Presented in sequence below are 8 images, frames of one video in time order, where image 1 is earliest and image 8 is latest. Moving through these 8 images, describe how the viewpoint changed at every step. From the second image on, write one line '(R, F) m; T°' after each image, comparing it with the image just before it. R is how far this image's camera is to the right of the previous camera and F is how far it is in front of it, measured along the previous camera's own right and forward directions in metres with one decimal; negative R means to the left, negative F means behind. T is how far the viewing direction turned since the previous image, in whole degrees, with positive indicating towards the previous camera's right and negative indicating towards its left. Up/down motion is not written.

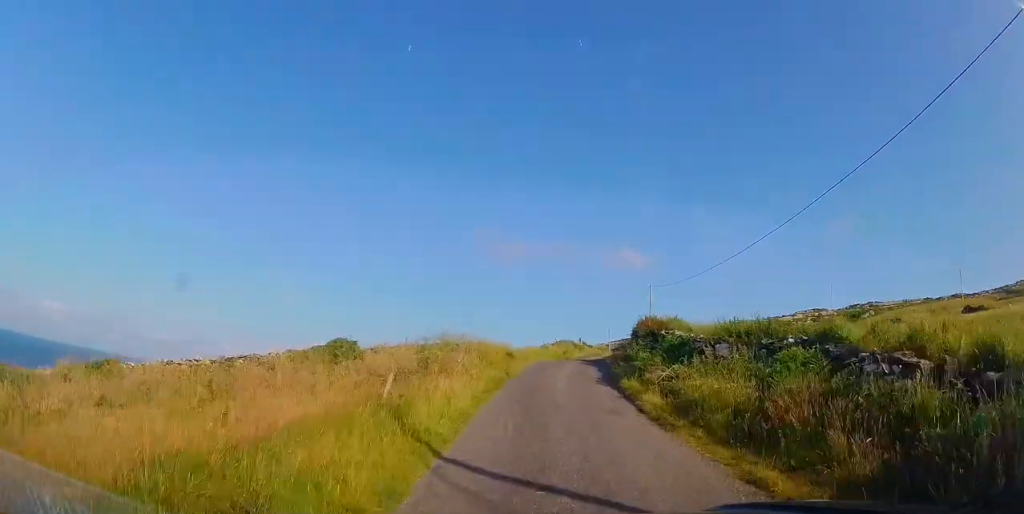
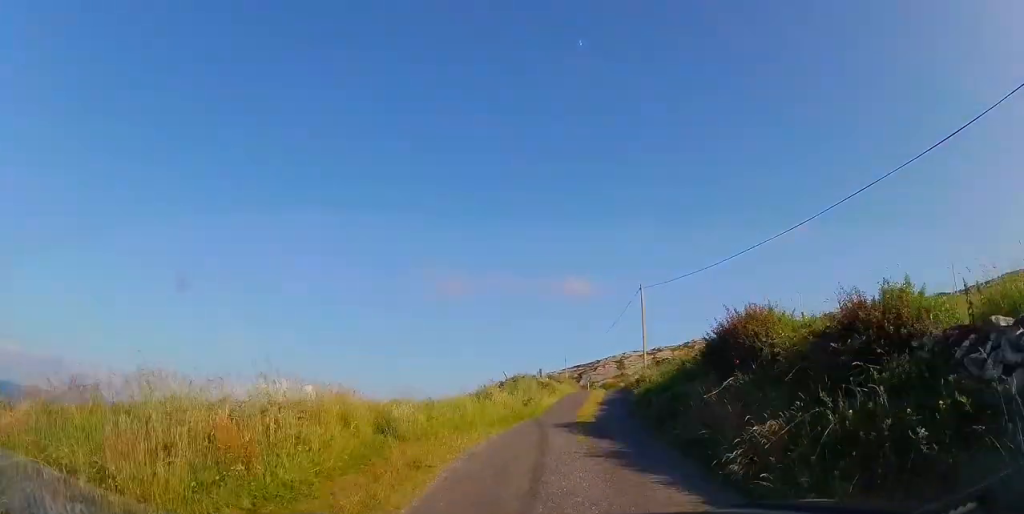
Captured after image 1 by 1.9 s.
(+0.4, +15.7) m; +4°
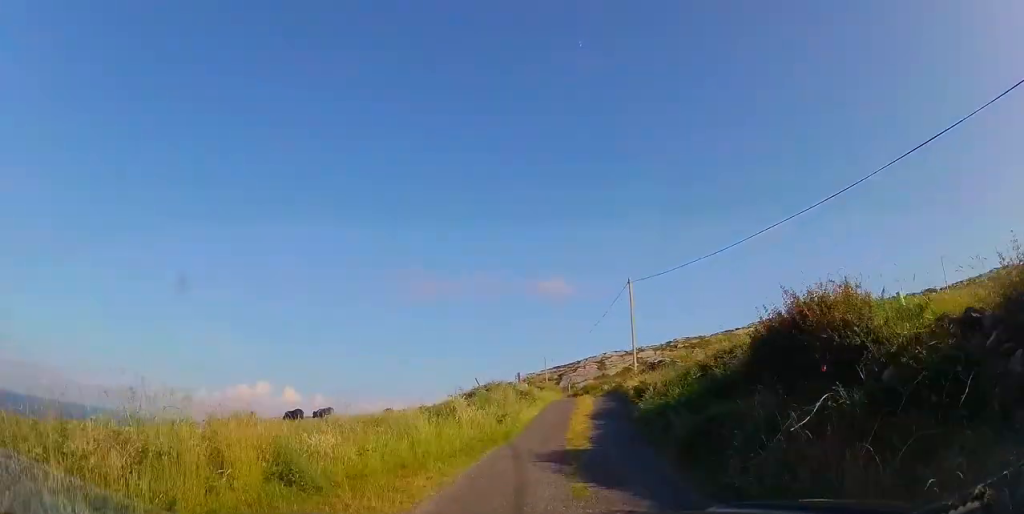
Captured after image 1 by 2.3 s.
(+0.1, +3.2) m; +3°
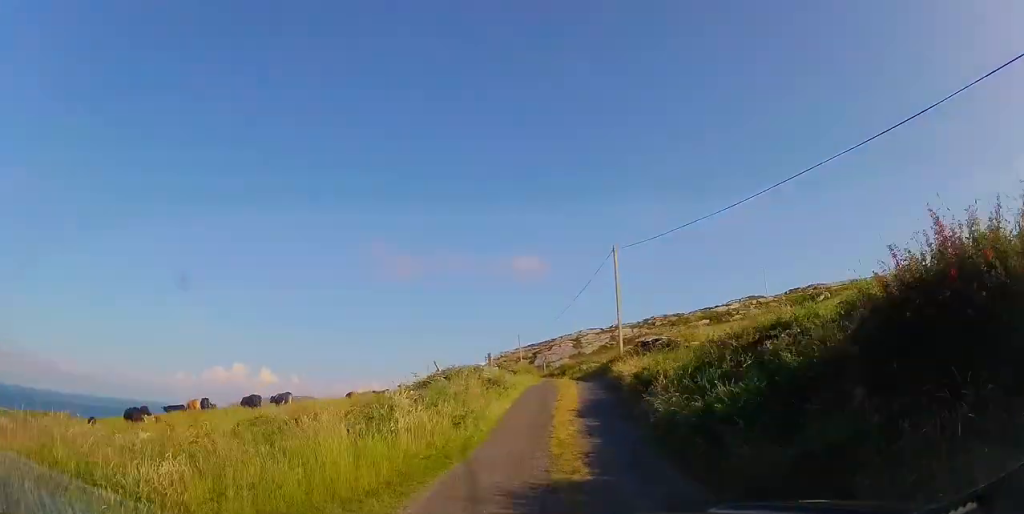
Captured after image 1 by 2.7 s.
(+0.2, +3.4) m; +4°
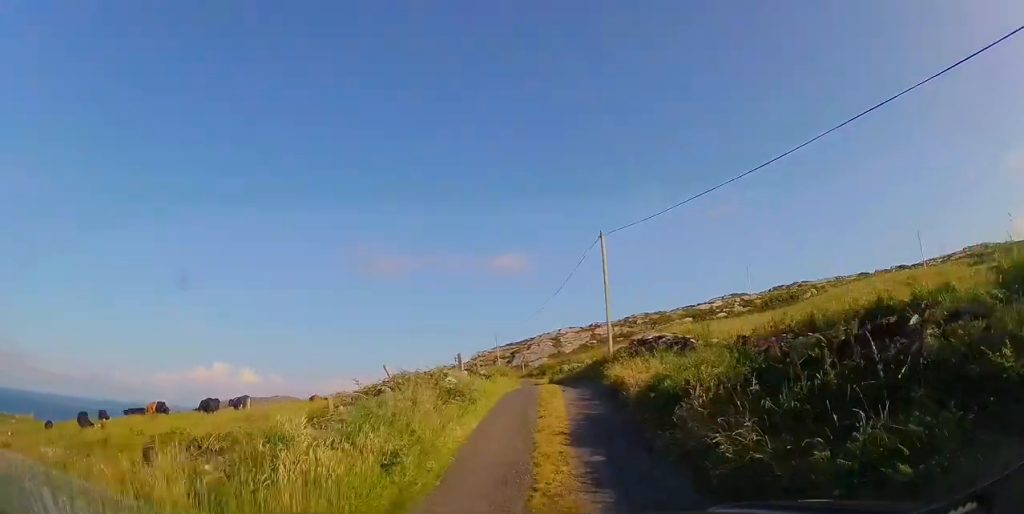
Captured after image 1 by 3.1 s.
(+0.1, +3.4) m; +3°
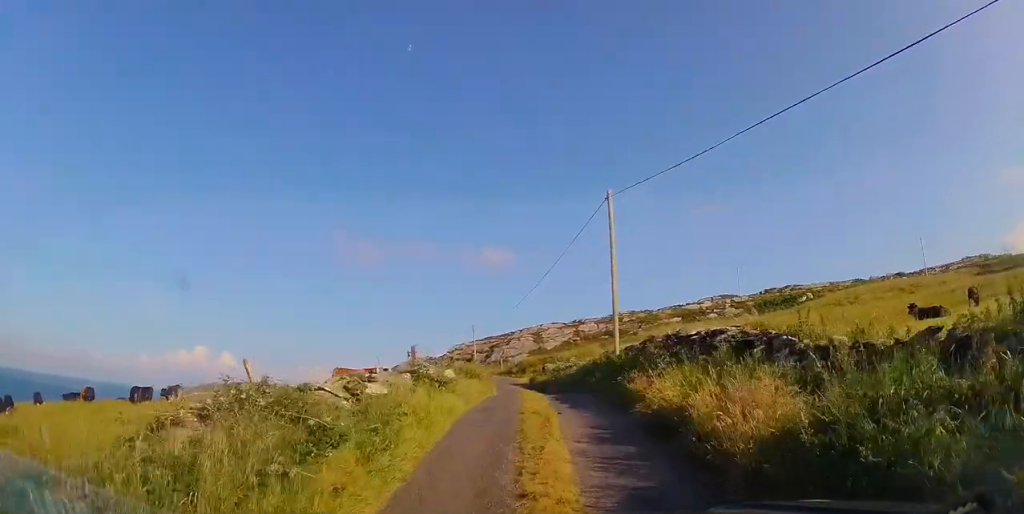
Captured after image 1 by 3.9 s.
(+0.2, +5.7) m; +3°
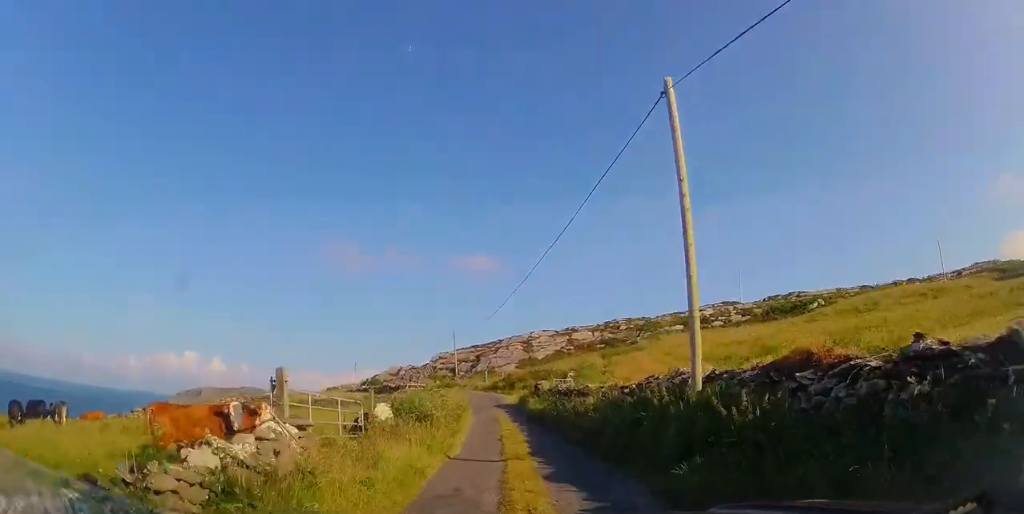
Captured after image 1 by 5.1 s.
(+0.3, +8.6) m; 0°
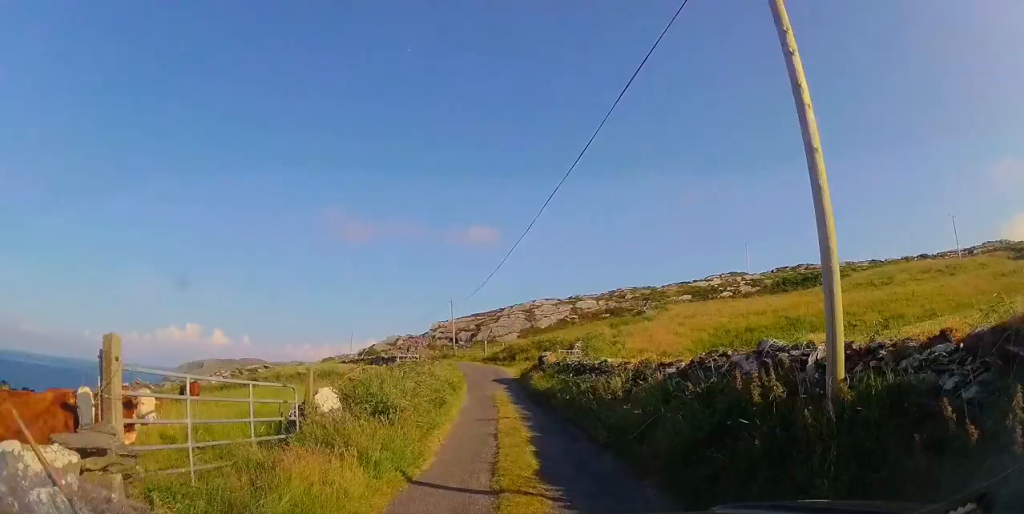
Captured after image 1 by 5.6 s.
(-0.1, +3.7) m; -2°
